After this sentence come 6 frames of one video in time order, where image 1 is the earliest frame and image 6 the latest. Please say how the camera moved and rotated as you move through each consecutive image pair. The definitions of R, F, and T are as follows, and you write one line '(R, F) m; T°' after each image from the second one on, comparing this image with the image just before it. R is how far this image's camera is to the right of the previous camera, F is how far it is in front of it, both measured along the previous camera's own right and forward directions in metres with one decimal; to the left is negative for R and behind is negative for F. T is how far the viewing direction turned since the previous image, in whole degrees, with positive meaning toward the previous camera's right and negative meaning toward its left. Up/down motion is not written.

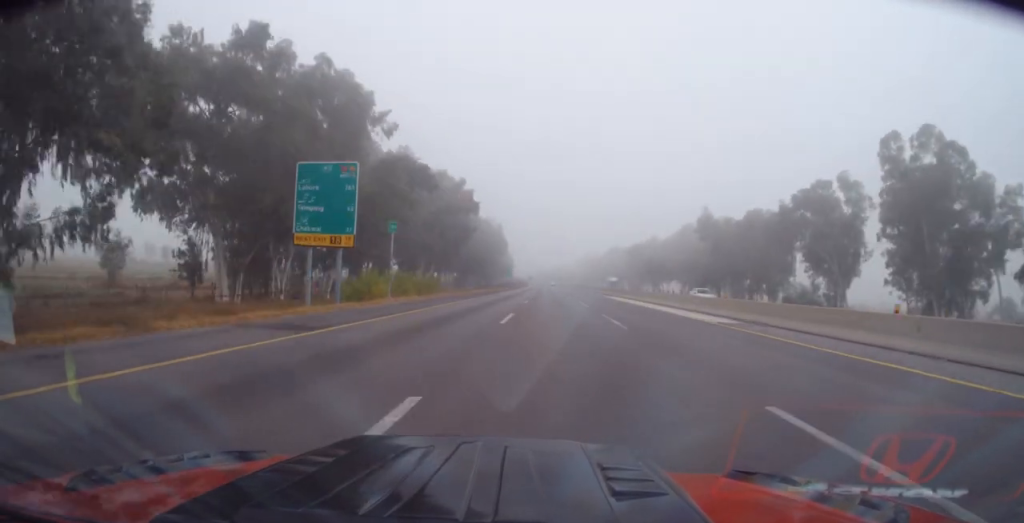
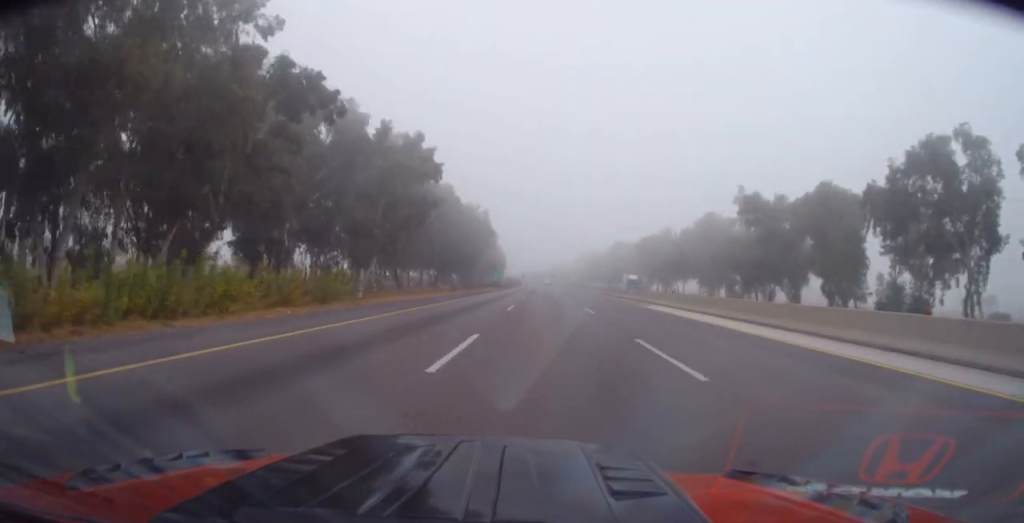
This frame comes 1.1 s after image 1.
(+0.3, +27.9) m; +2°
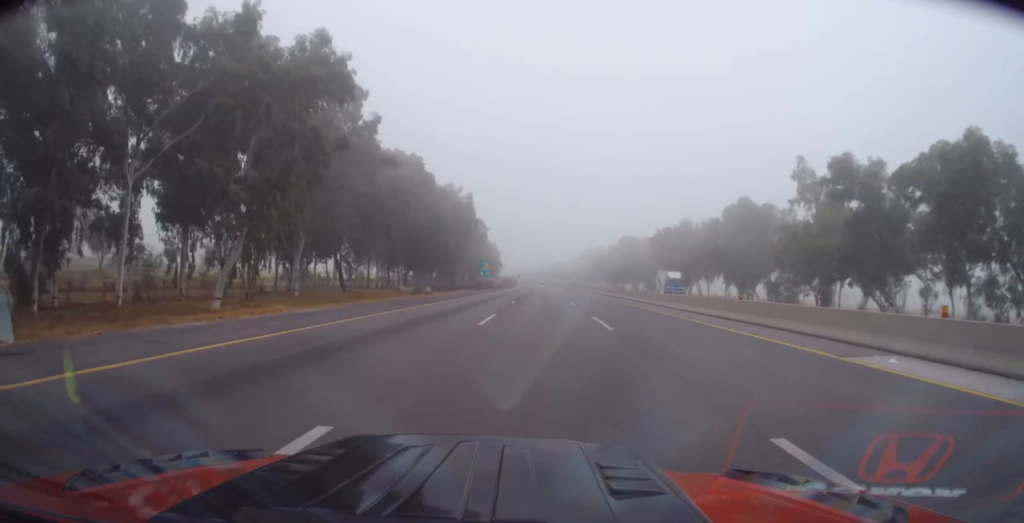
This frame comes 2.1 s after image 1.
(+0.5, +27.2) m; -1°
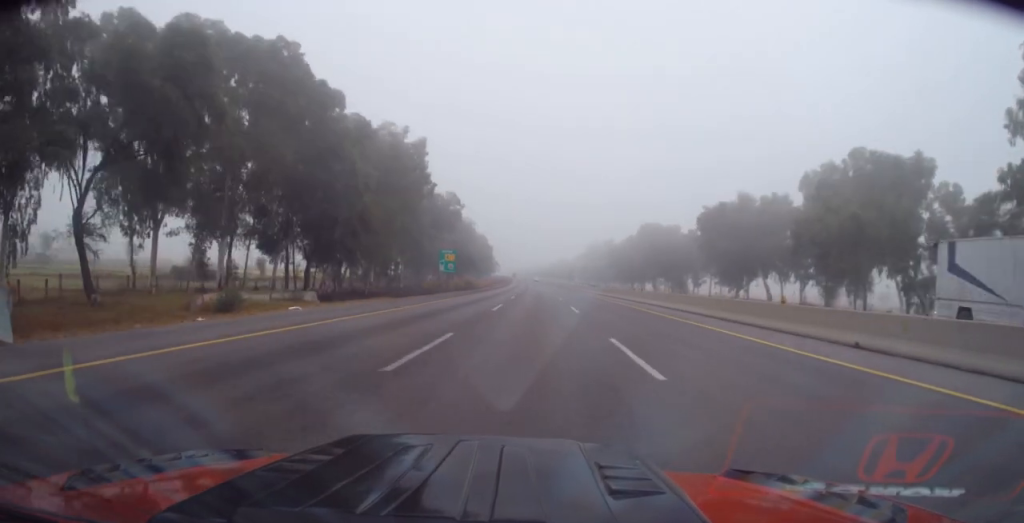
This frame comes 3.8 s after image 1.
(-0.9, +44.8) m; 0°
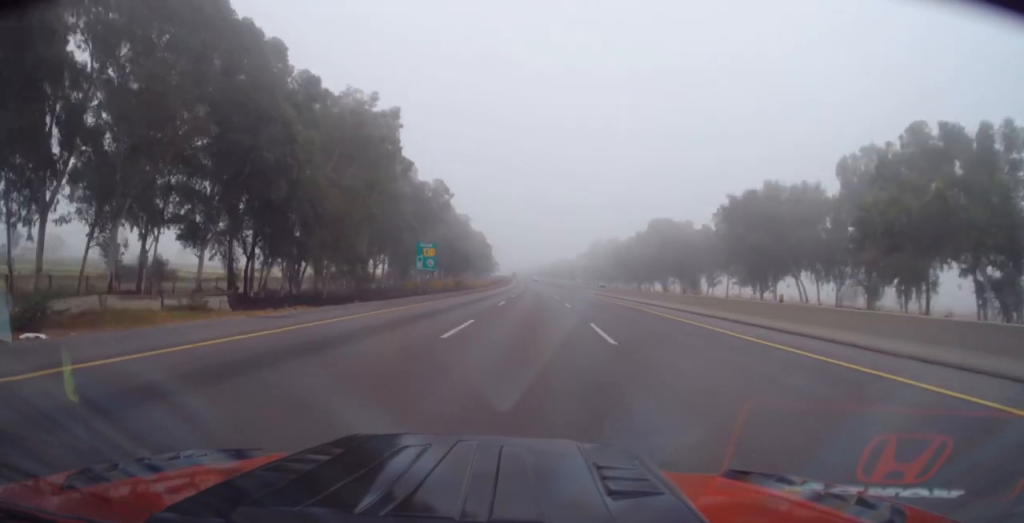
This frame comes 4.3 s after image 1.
(+0.1, +13.2) m; 0°
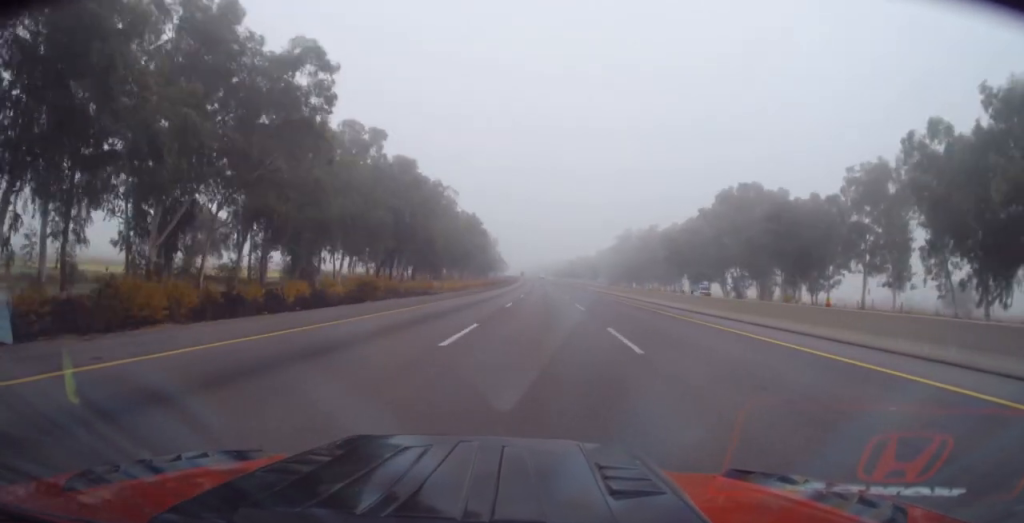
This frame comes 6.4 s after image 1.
(-1.1, +55.0) m; -2°
